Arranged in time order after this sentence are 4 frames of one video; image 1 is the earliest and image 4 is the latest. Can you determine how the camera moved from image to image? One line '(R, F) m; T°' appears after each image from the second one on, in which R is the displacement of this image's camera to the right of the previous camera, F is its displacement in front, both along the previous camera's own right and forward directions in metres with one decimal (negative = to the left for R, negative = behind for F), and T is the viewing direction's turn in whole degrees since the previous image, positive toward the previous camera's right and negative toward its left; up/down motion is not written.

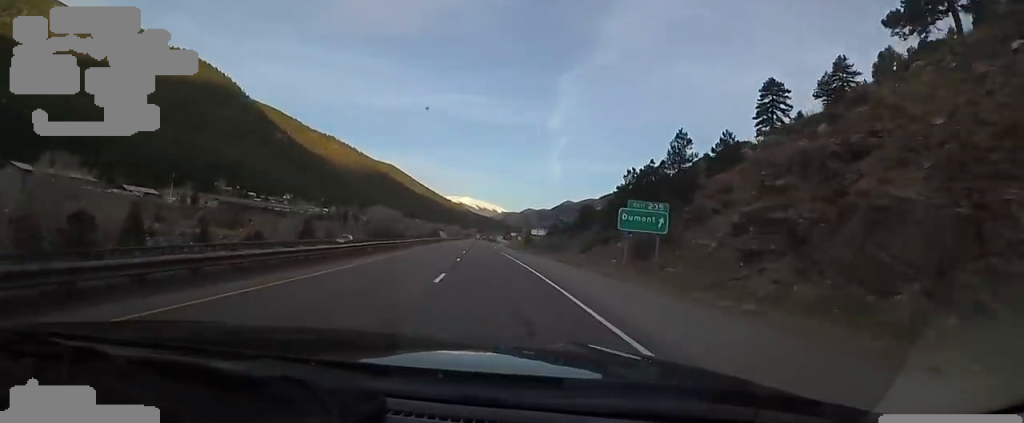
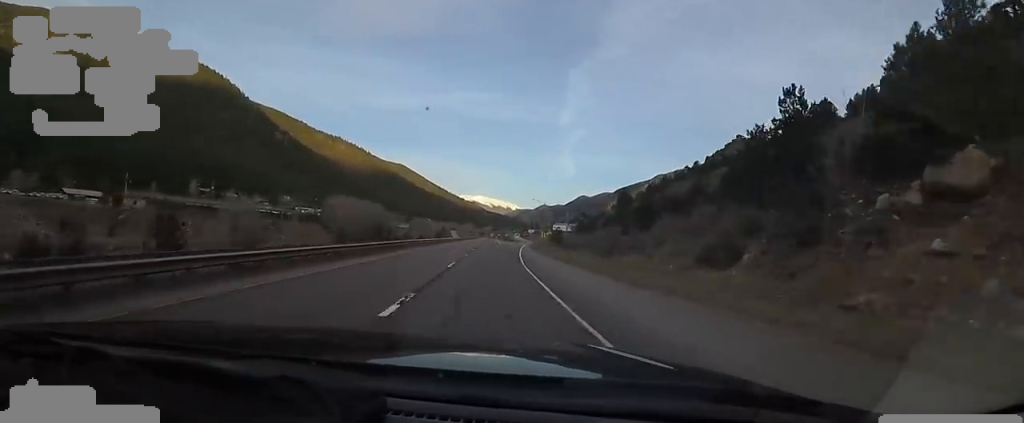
(-0.3, +41.6) m; -3°
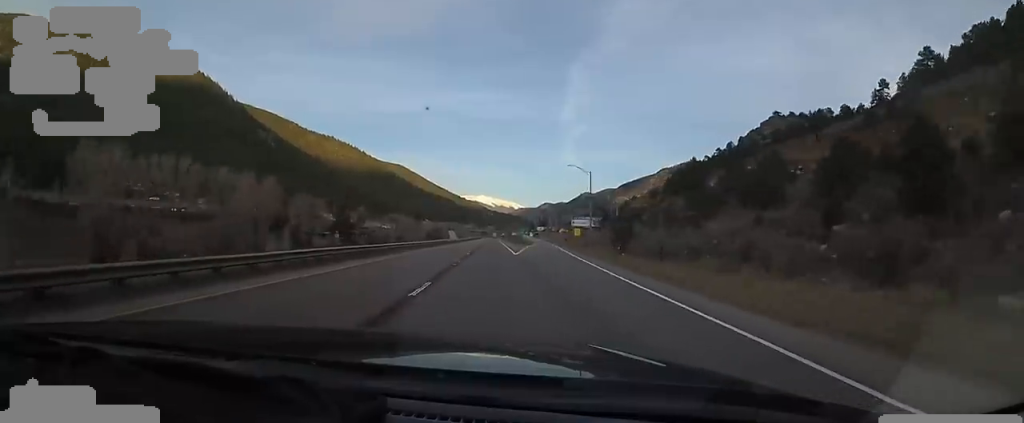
(-2.4, +57.9) m; -2°
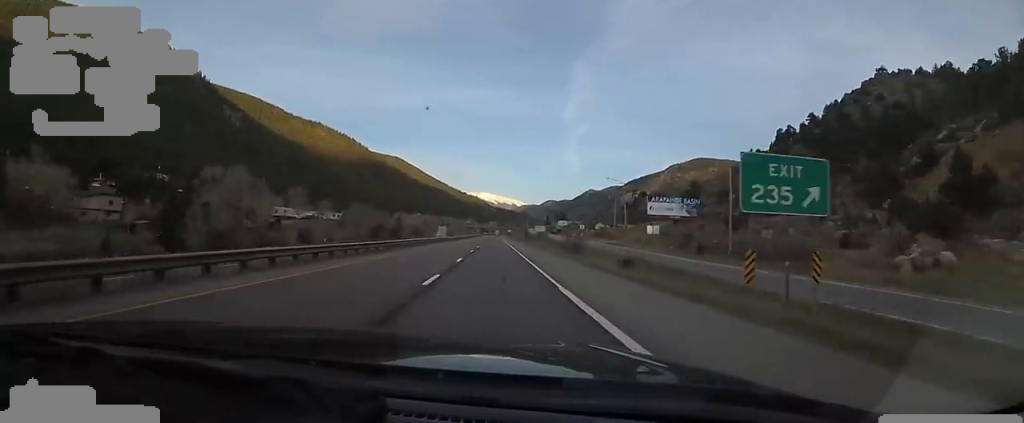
(+0.7, +107.2) m; +3°
